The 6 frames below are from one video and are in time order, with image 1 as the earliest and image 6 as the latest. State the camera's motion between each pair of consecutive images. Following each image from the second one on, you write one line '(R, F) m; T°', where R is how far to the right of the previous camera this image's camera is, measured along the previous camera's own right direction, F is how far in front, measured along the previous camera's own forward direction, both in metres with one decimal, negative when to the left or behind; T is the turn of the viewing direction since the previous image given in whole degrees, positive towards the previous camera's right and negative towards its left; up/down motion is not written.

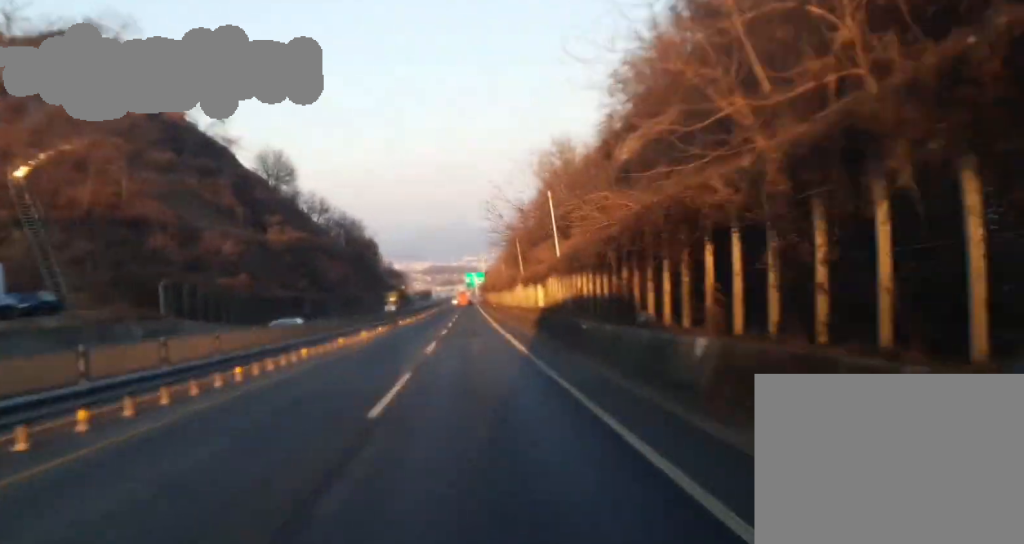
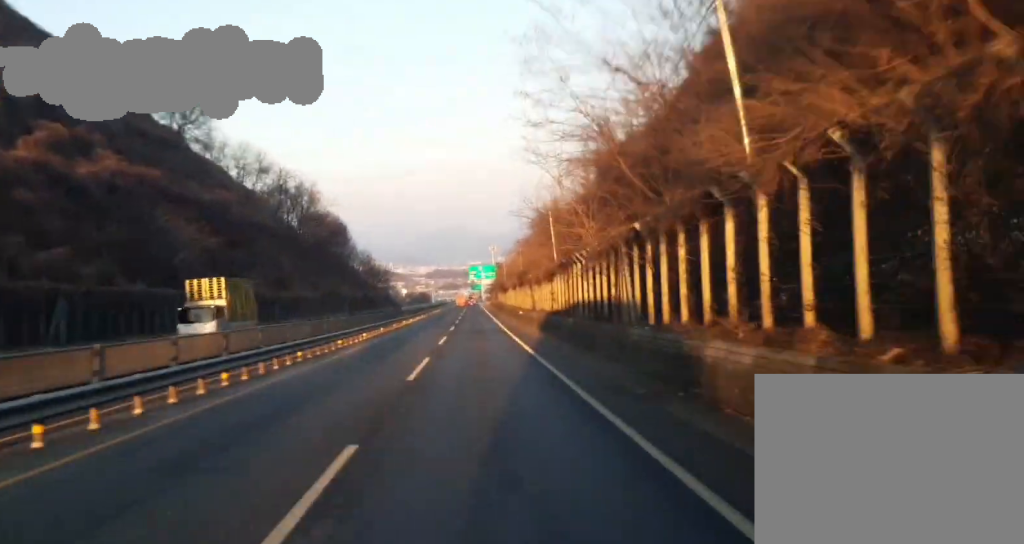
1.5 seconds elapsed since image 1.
(-0.3, +69.9) m; 0°
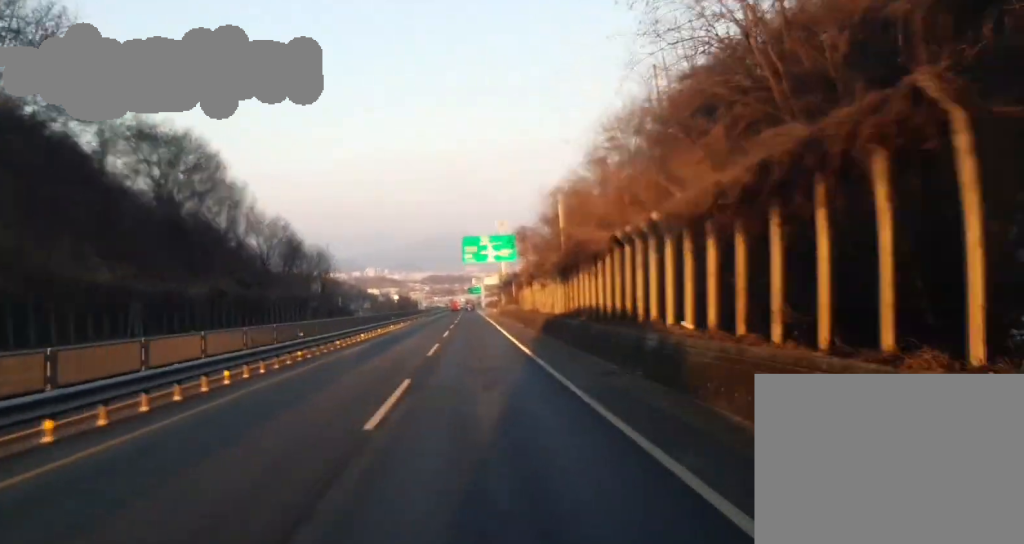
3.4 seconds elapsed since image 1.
(+0.4, +87.6) m; 0°
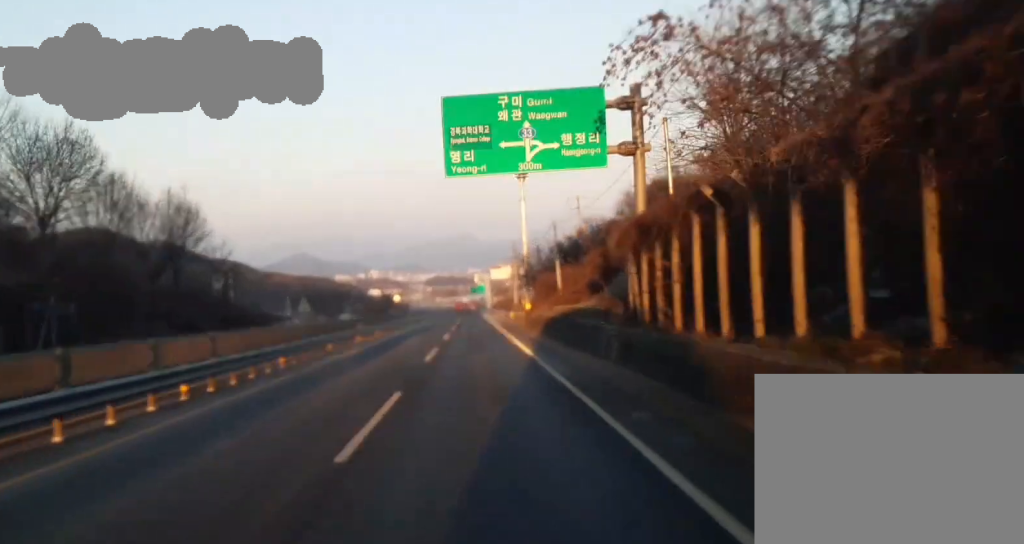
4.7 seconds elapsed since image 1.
(-0.4, +63.3) m; -1°
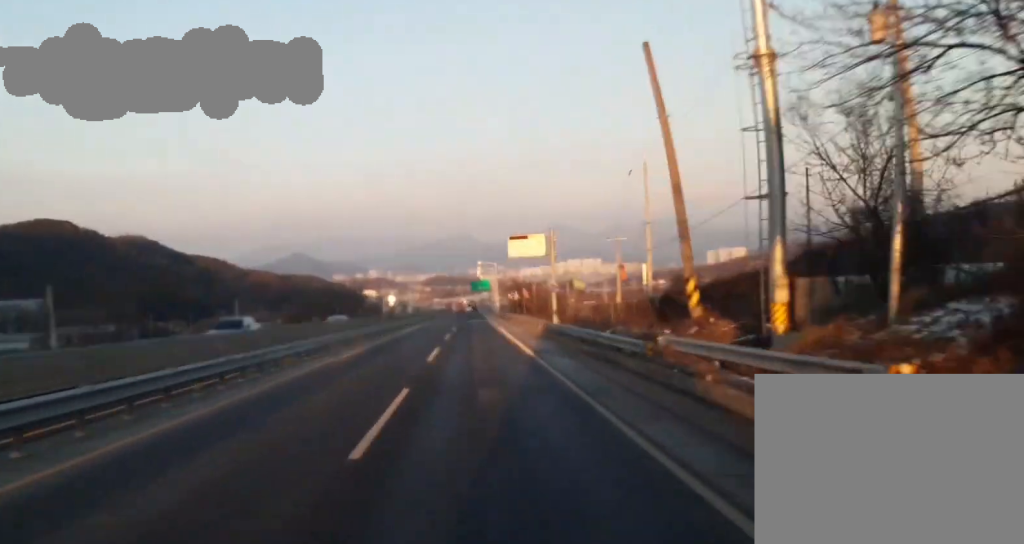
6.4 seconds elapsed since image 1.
(0.0, +79.9) m; 0°
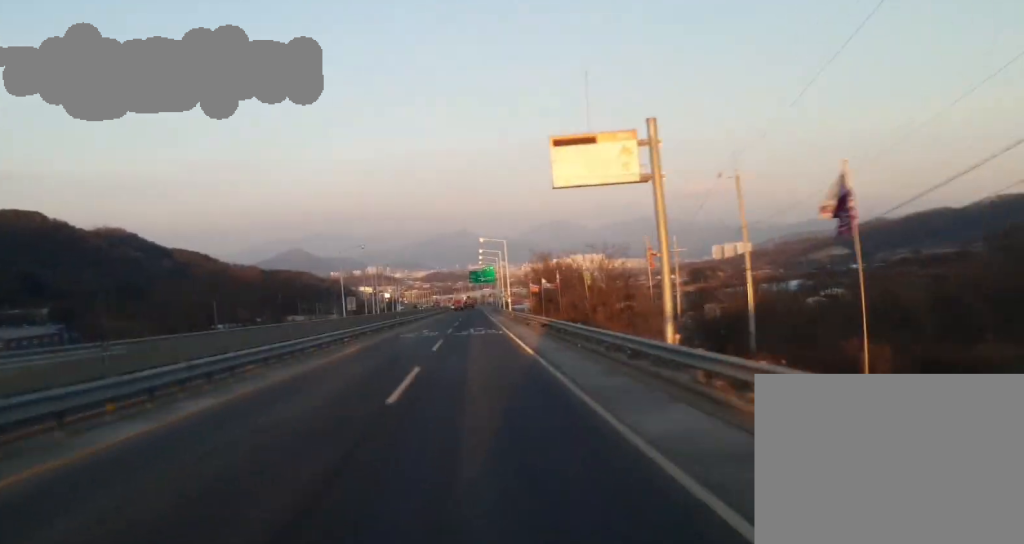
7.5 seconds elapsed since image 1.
(0.0, +54.4) m; 0°
